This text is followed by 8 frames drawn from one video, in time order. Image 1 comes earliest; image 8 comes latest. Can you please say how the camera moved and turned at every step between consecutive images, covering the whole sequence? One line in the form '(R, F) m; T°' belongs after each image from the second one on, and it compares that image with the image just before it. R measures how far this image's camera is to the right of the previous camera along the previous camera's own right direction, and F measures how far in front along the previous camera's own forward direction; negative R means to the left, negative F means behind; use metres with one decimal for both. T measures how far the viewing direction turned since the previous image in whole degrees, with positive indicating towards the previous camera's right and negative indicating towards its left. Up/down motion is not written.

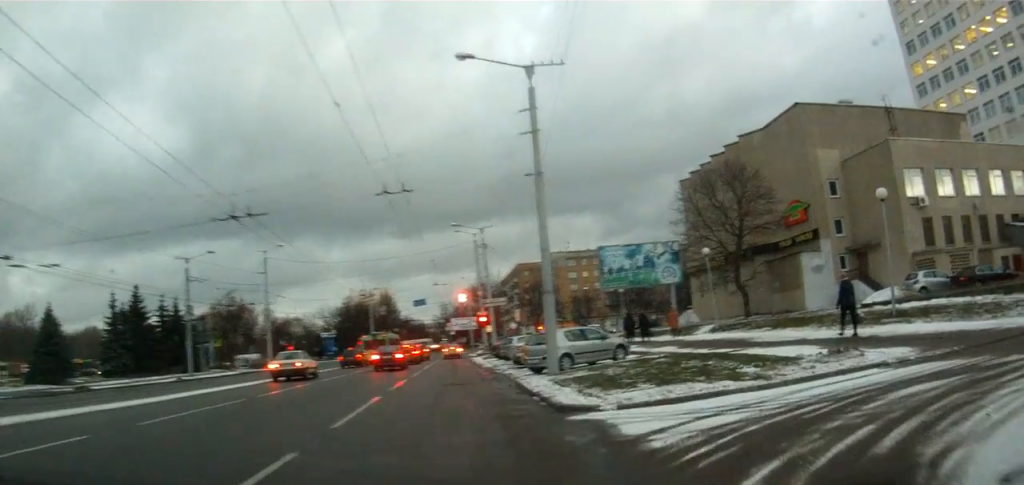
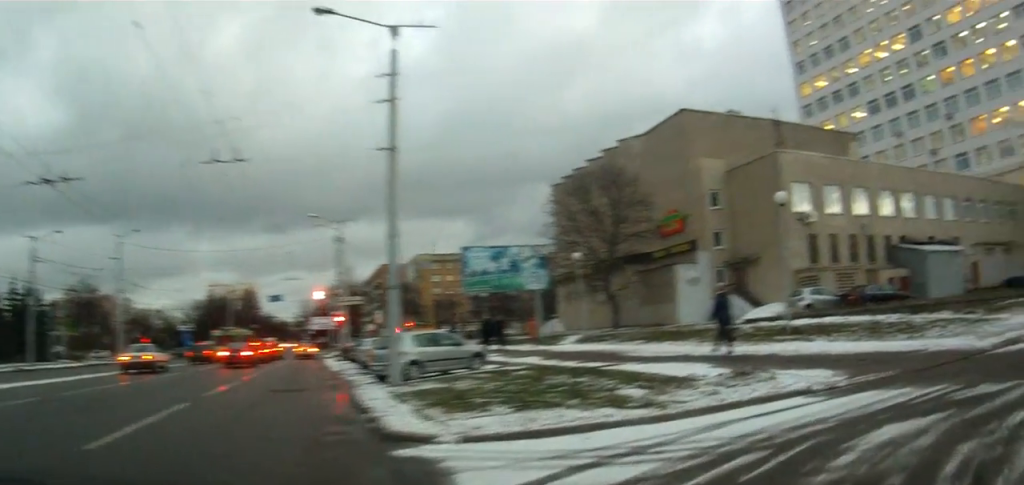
(0.0, +3.2) m; +10°
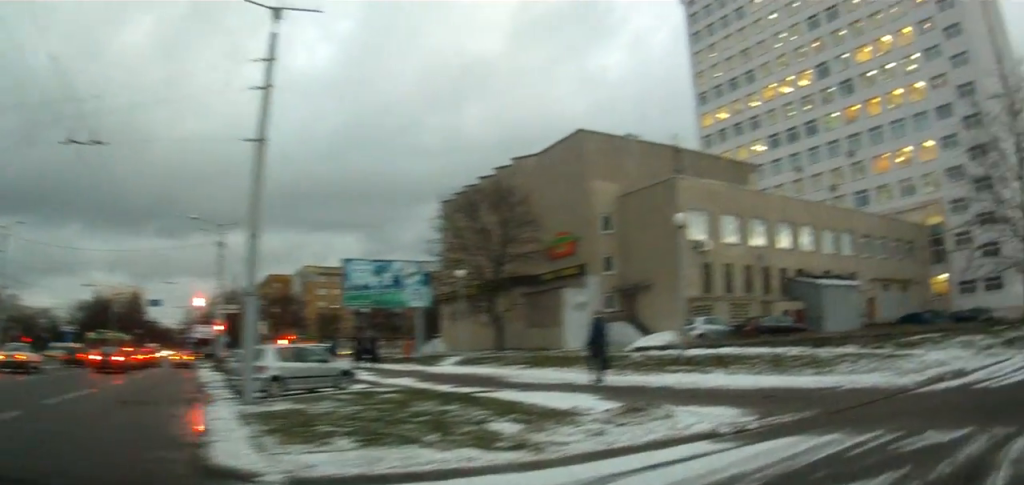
(+0.1, +1.6) m; +12°
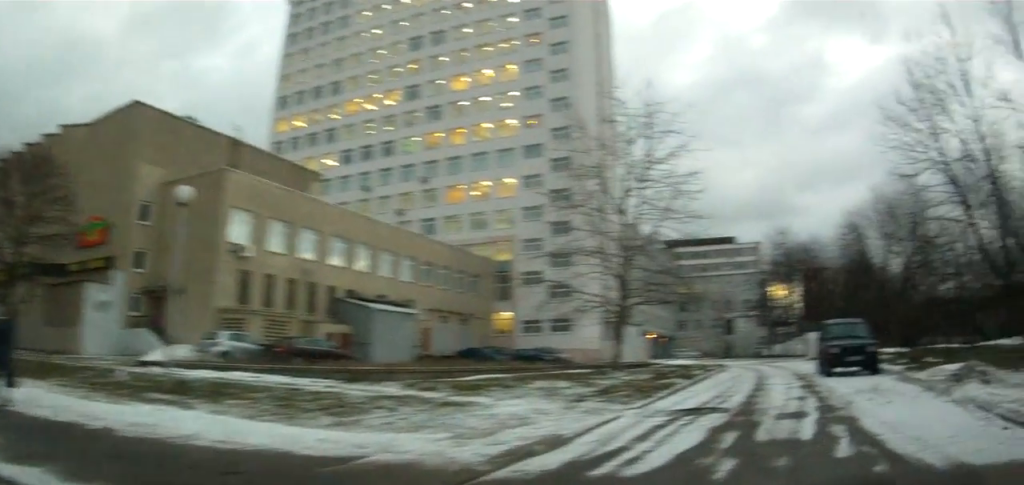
(+2.0, +4.8) m; +47°
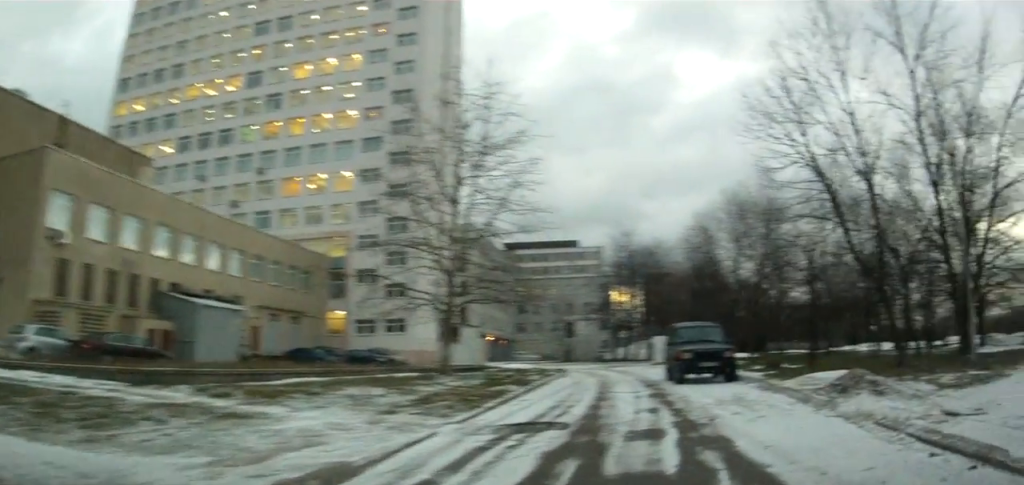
(+0.4, +2.2) m; +8°
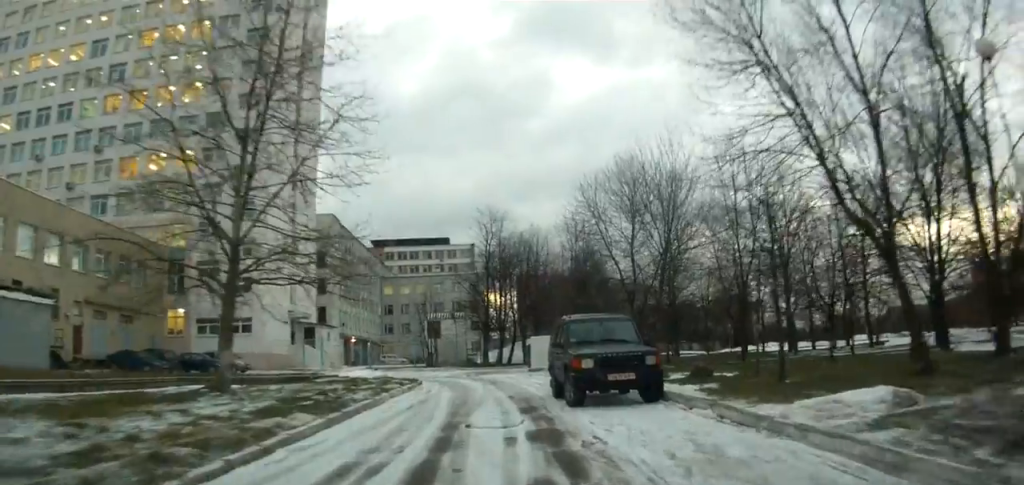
(+0.7, +6.9) m; +6°
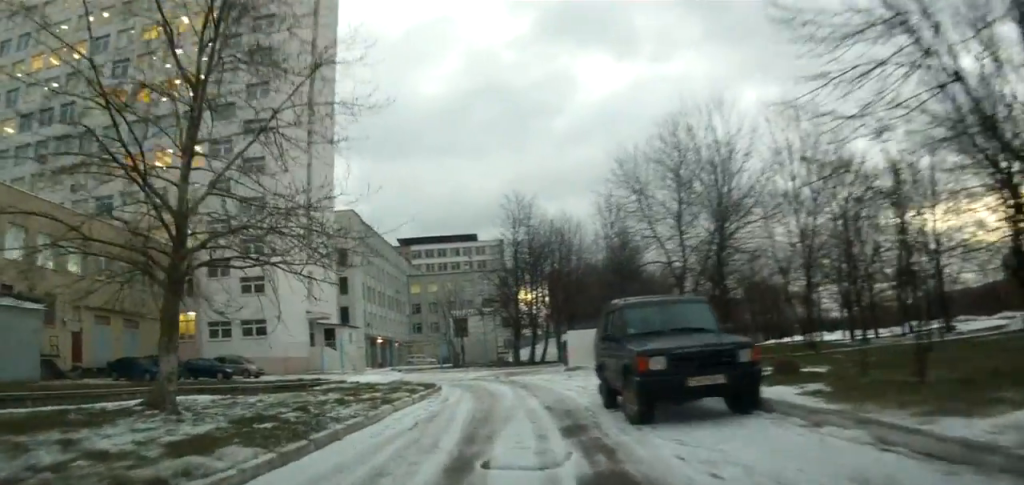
(0.0, +4.3) m; -2°
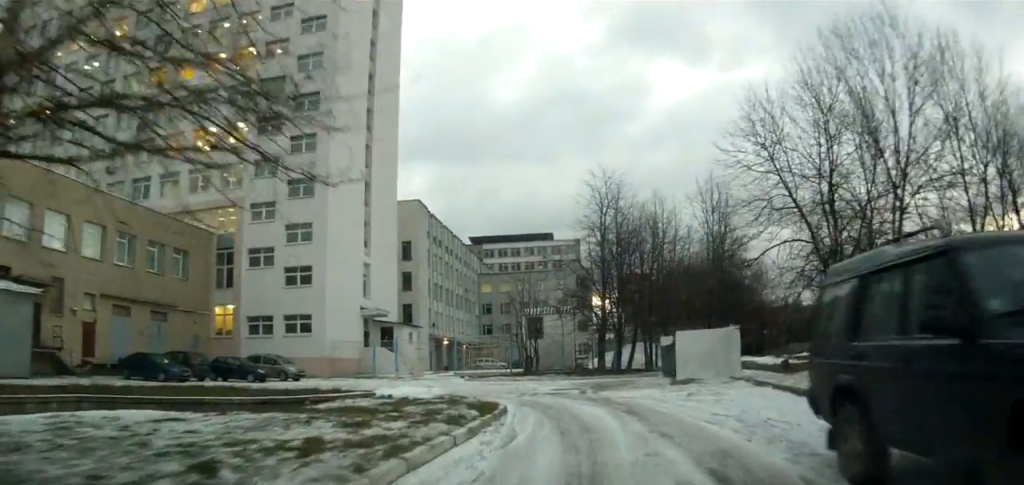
(-0.3, +5.9) m; -5°
